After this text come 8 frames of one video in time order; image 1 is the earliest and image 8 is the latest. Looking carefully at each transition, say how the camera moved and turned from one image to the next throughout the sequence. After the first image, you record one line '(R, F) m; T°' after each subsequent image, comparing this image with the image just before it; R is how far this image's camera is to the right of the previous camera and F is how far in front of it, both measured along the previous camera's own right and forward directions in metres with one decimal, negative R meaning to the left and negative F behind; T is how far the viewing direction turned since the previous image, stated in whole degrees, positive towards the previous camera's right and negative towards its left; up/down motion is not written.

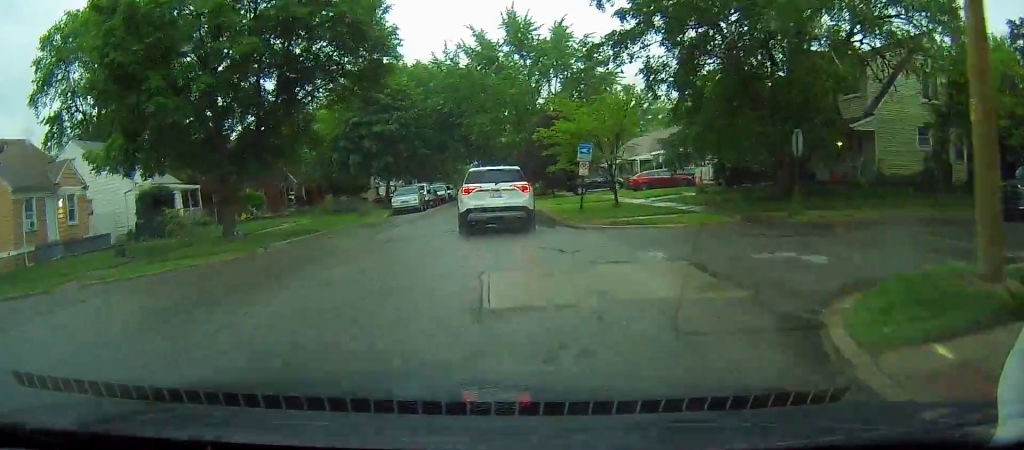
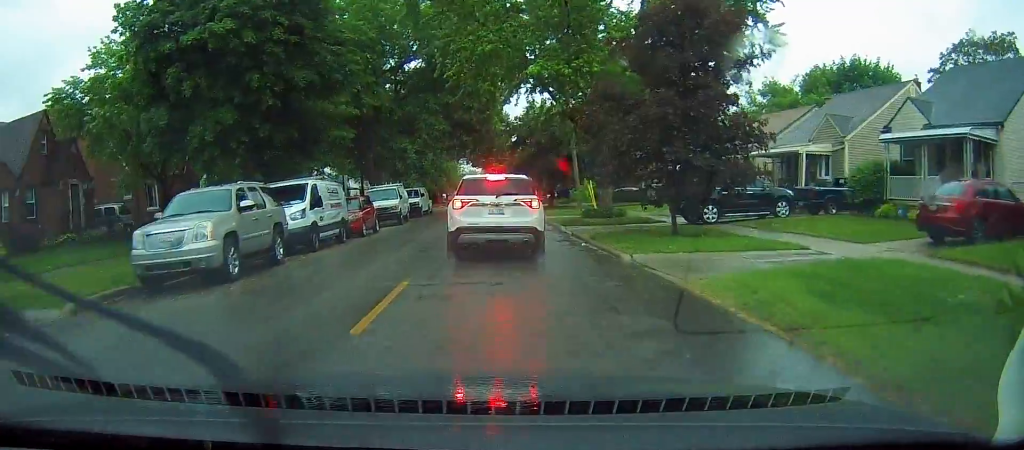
(-0.1, +33.8) m; 0°
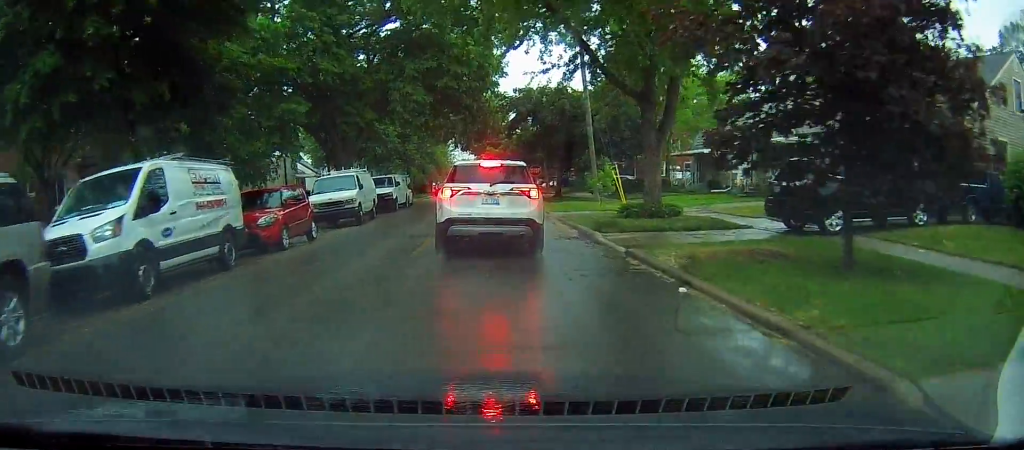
(+0.2, +9.4) m; 0°
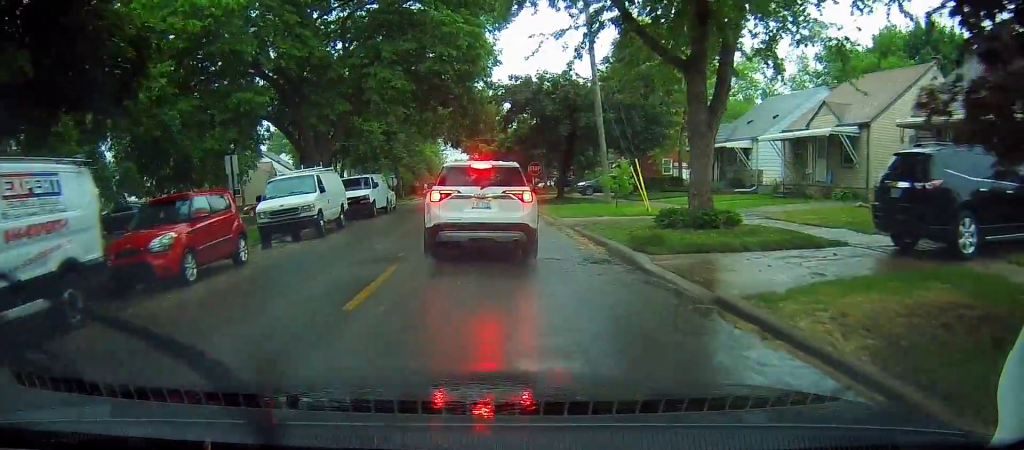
(-0.2, +5.3) m; 0°
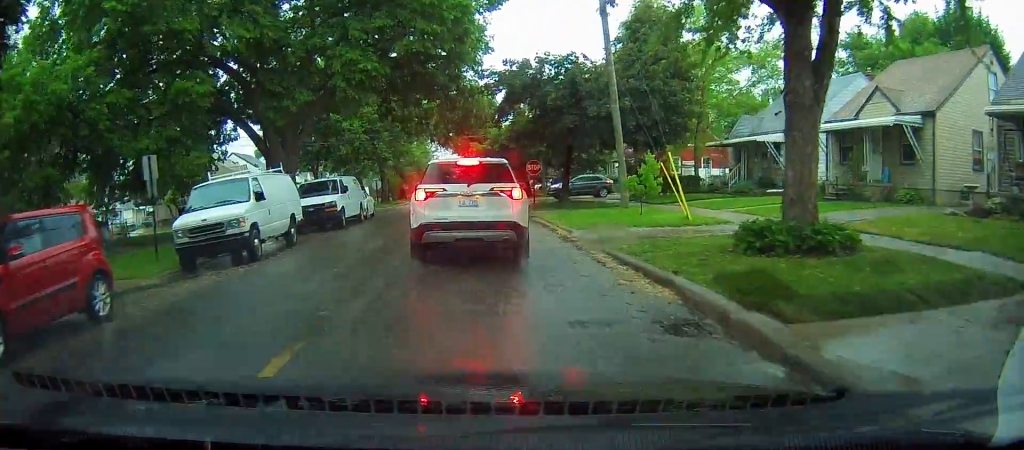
(+0.1, +5.4) m; 0°
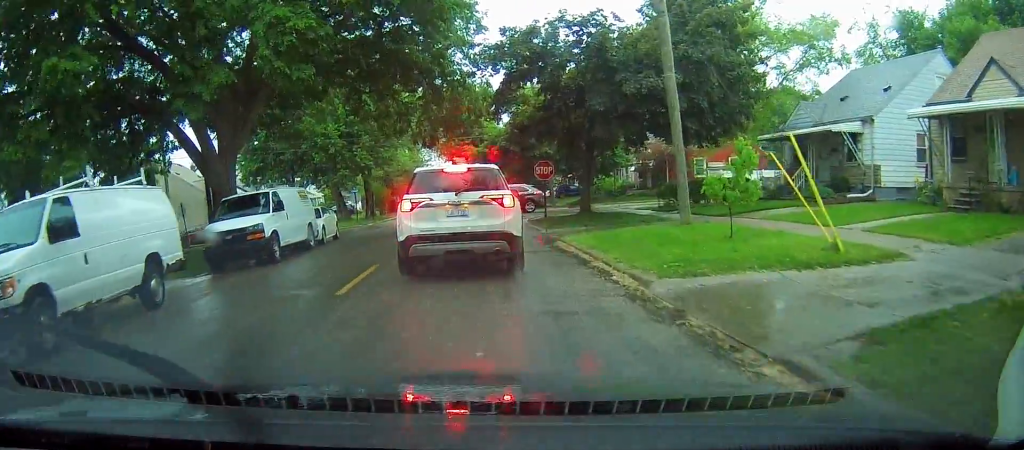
(+0.1, +8.2) m; 0°
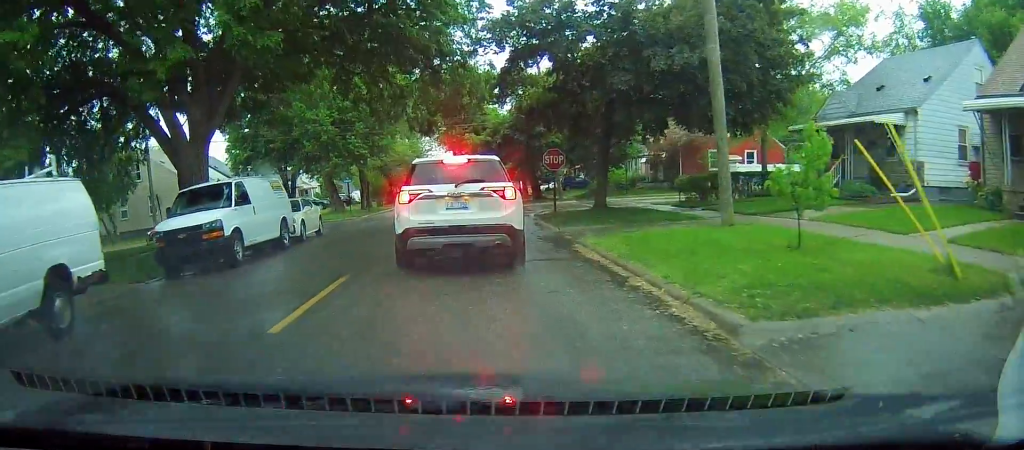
(-0.2, +2.9) m; 0°
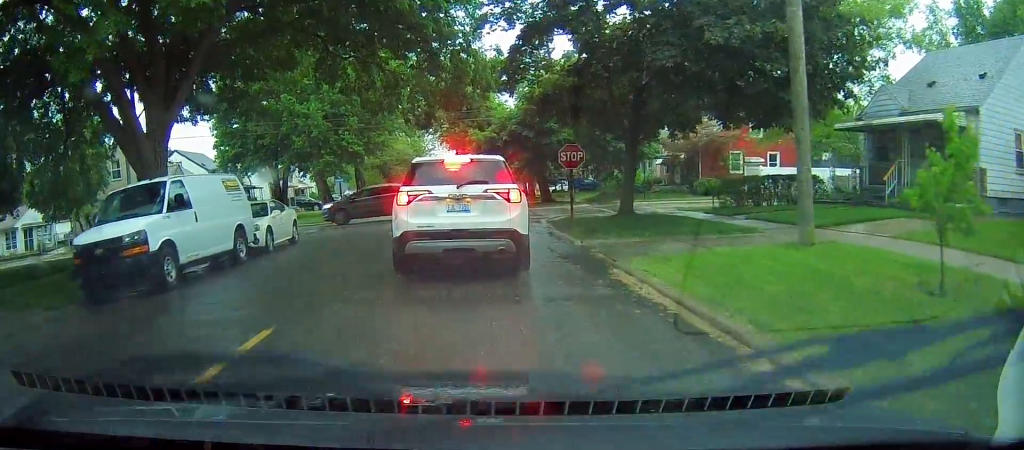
(0.0, +3.6) m; 0°
